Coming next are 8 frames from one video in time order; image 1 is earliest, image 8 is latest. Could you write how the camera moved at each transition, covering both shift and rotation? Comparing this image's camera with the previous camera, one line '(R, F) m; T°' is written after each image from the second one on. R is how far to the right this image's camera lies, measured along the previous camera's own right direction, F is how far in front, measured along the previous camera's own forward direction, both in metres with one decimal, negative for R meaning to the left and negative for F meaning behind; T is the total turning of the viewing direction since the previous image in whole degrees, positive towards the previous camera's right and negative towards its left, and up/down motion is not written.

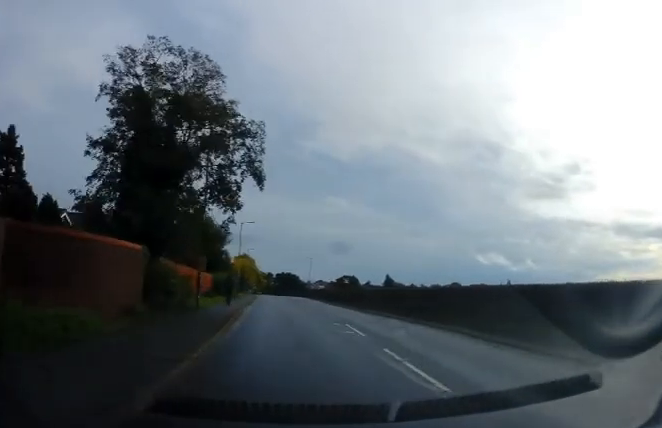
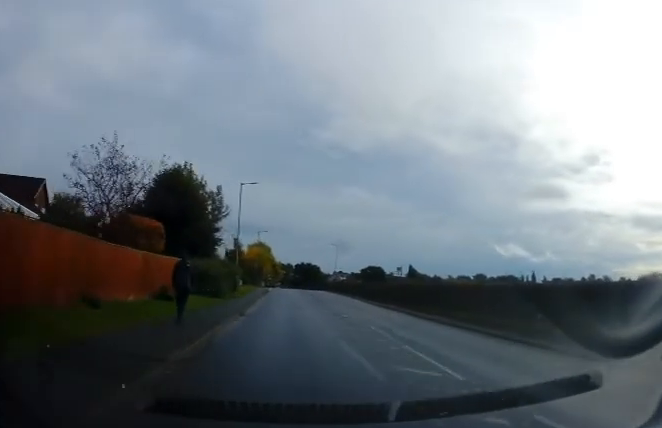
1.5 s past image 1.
(-0.1, +17.5) m; -2°
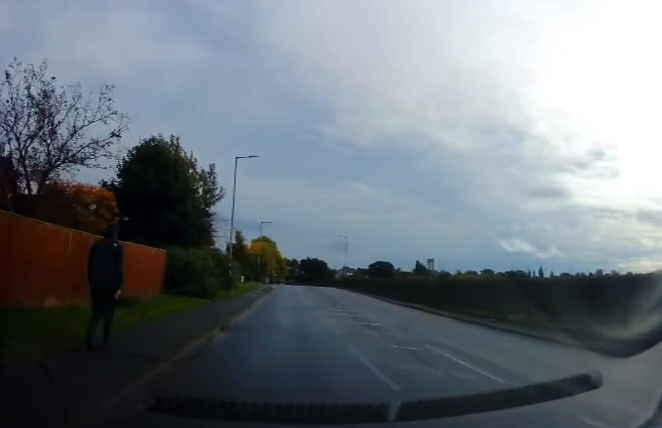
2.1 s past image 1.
(-0.1, +6.8) m; -1°
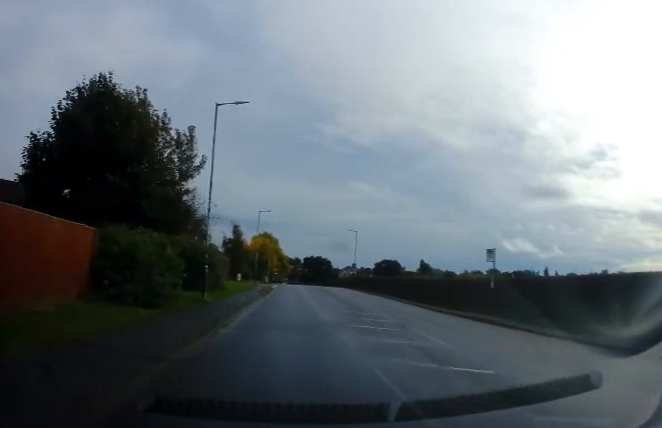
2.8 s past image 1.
(-0.1, +8.2) m; 0°
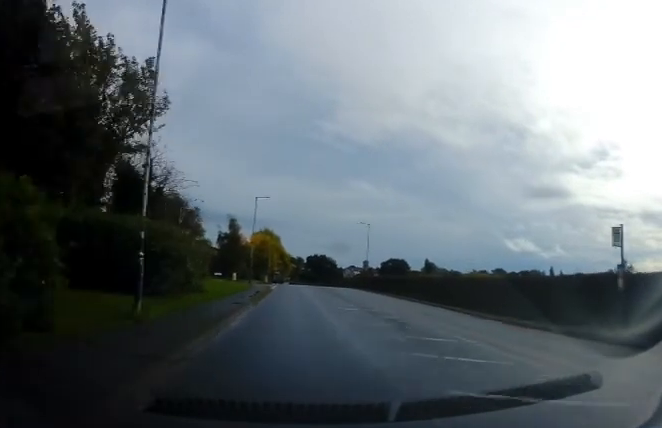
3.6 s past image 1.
(0.0, +8.7) m; 0°
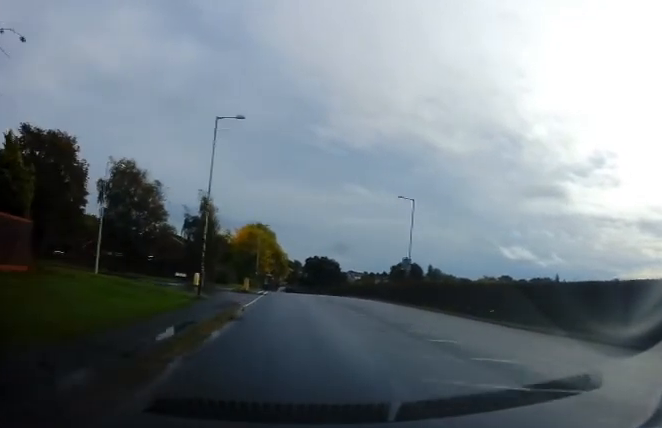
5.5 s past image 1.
(0.0, +22.7) m; 0°
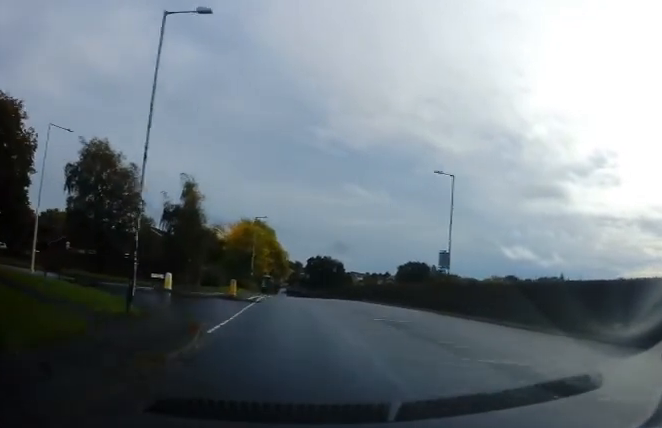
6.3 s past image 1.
(0.0, +9.2) m; 0°
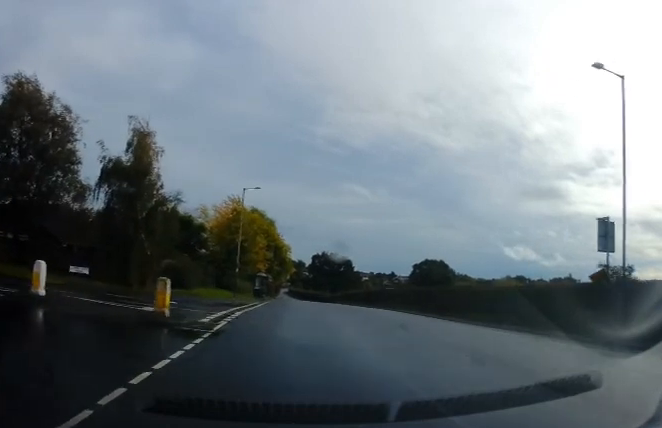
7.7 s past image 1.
(0.0, +15.9) m; 0°
